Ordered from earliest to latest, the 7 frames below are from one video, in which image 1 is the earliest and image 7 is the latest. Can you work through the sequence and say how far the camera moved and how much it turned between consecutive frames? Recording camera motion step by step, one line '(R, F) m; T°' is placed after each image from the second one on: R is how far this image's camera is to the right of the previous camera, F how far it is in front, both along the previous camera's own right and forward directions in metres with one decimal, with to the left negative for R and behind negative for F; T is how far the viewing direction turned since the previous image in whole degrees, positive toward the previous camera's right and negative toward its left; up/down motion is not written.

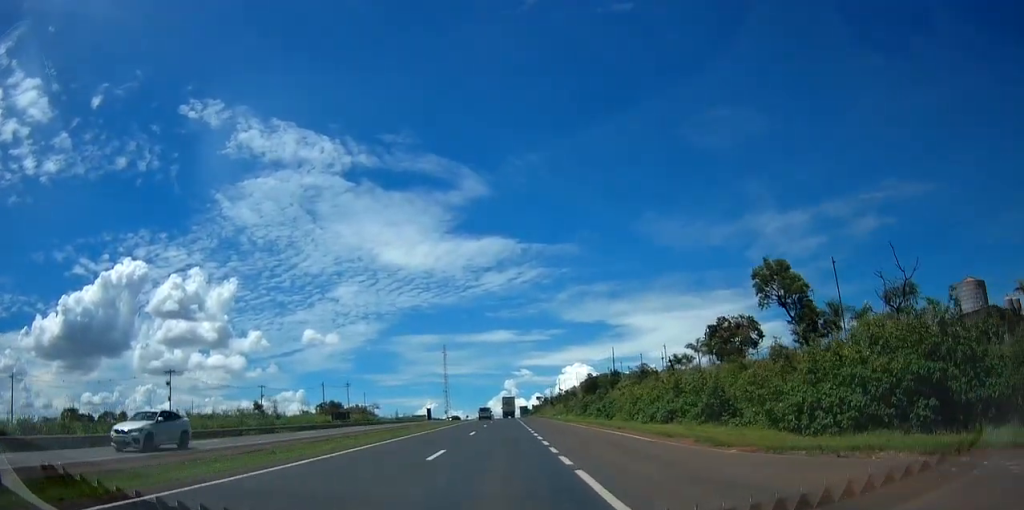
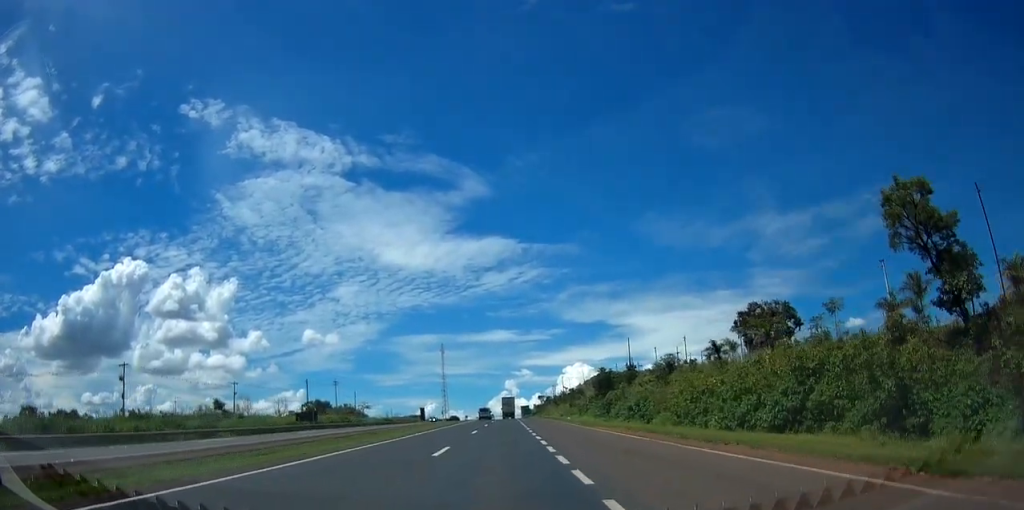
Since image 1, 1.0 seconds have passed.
(-0.1, +16.0) m; -2°
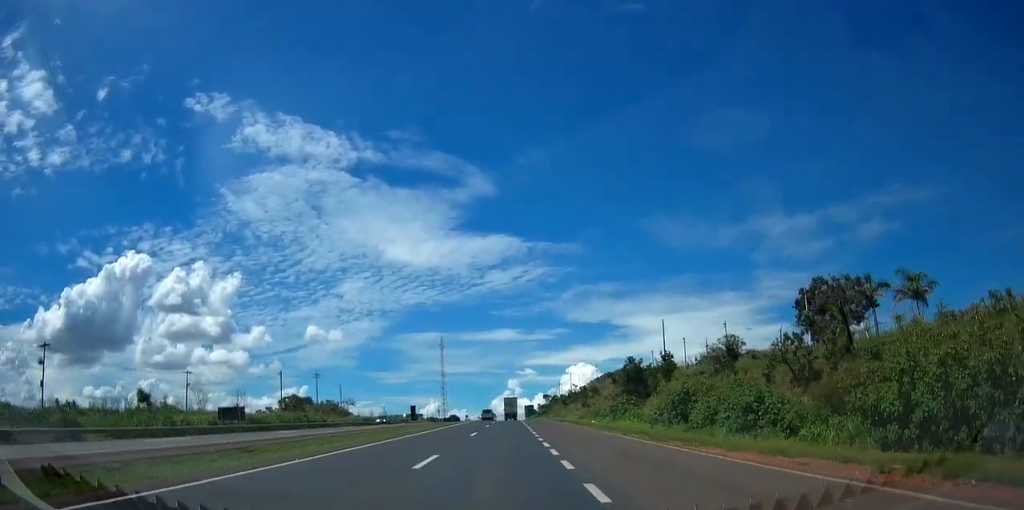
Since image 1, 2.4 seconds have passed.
(-0.5, +22.7) m; +1°
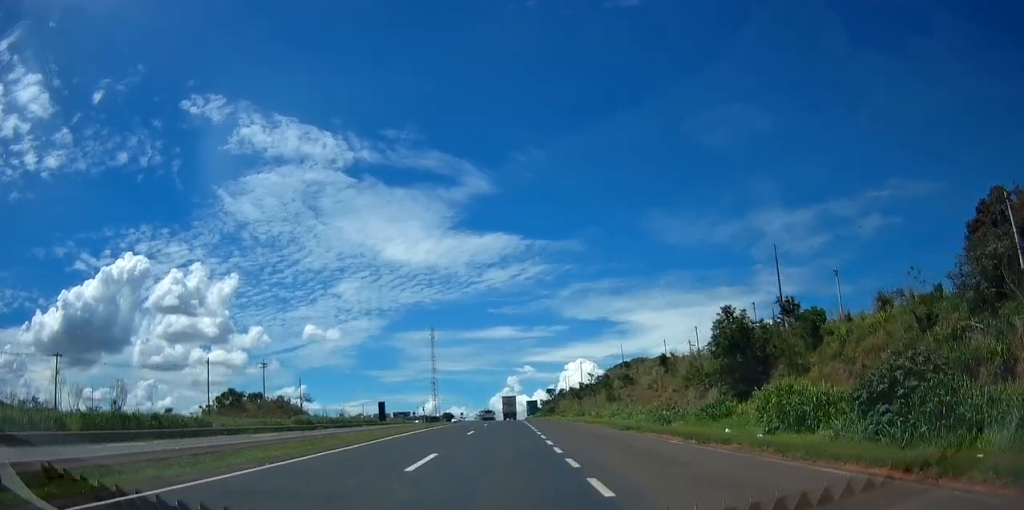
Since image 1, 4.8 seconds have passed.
(0.0, +39.0) m; -1°
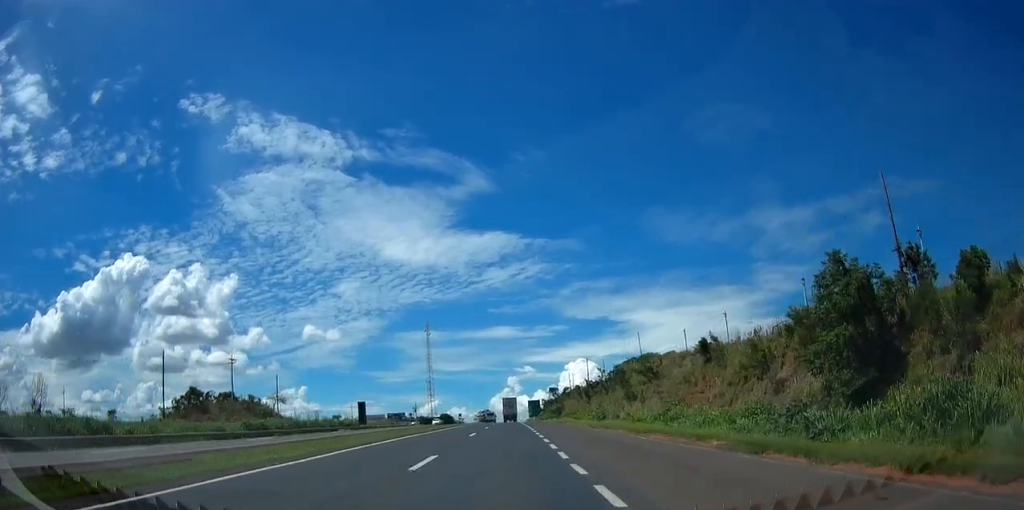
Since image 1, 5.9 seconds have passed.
(+0.1, +16.8) m; 0°
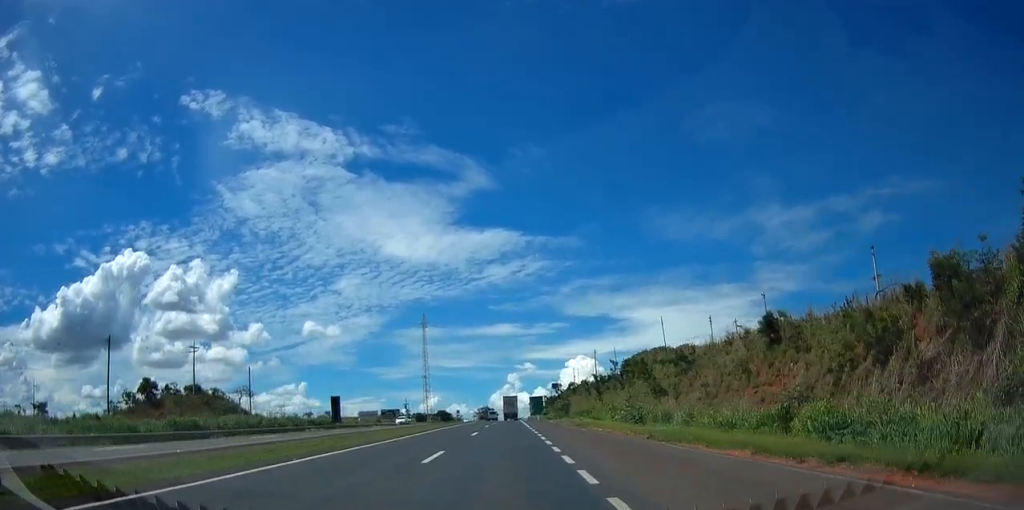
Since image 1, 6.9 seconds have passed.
(-0.1, +16.6) m; 0°
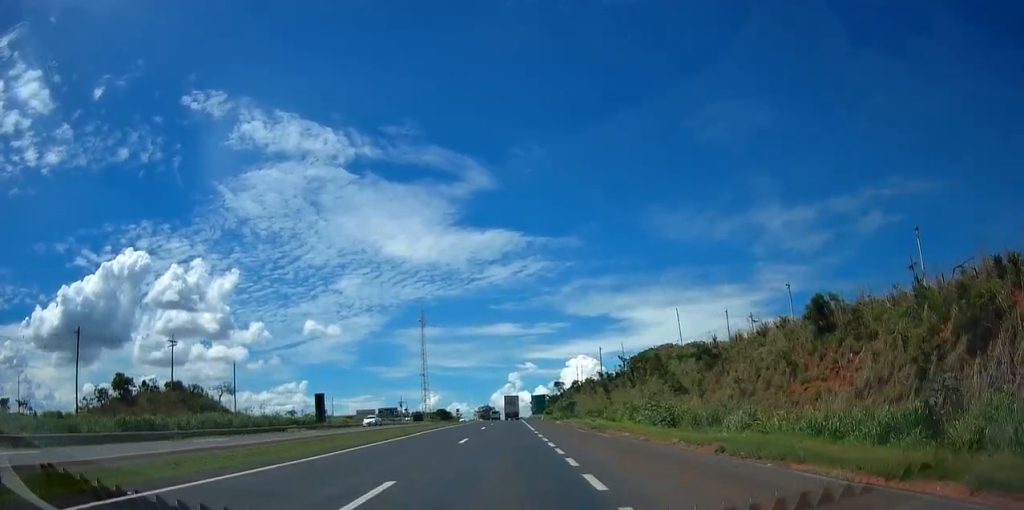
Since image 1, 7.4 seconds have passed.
(+0.2, +8.3) m; 0°
